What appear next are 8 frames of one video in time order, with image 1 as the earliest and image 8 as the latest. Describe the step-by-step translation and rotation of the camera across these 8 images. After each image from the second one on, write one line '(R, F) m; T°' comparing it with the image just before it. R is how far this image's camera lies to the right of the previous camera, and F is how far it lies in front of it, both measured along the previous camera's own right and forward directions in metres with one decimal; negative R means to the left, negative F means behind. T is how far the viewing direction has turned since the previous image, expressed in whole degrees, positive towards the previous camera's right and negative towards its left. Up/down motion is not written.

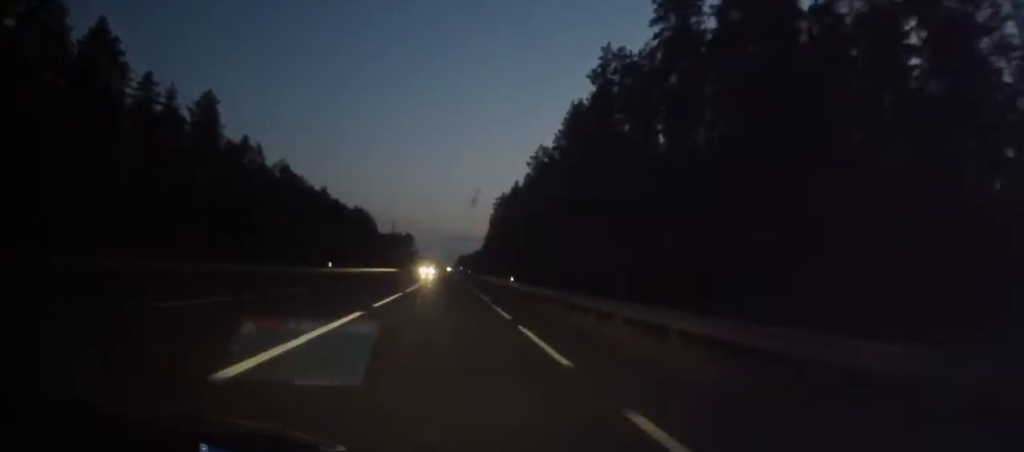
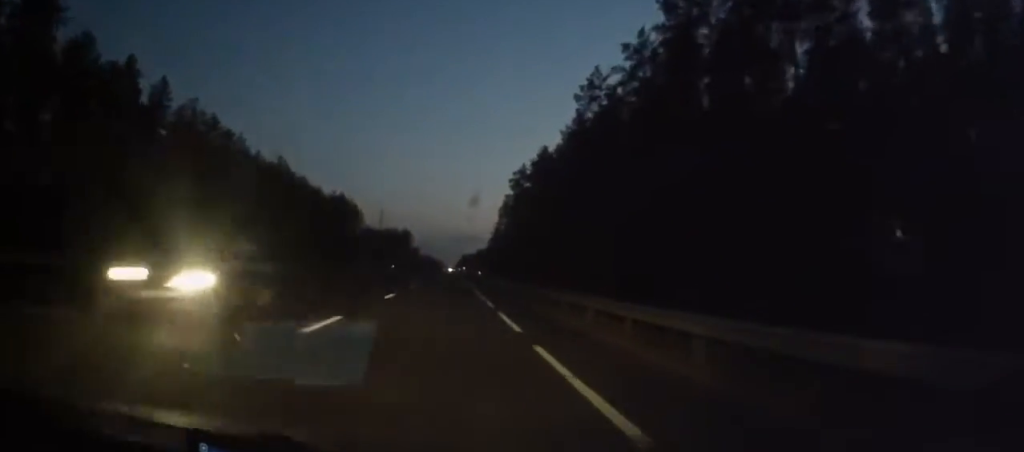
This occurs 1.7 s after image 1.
(+0.1, +48.6) m; 0°
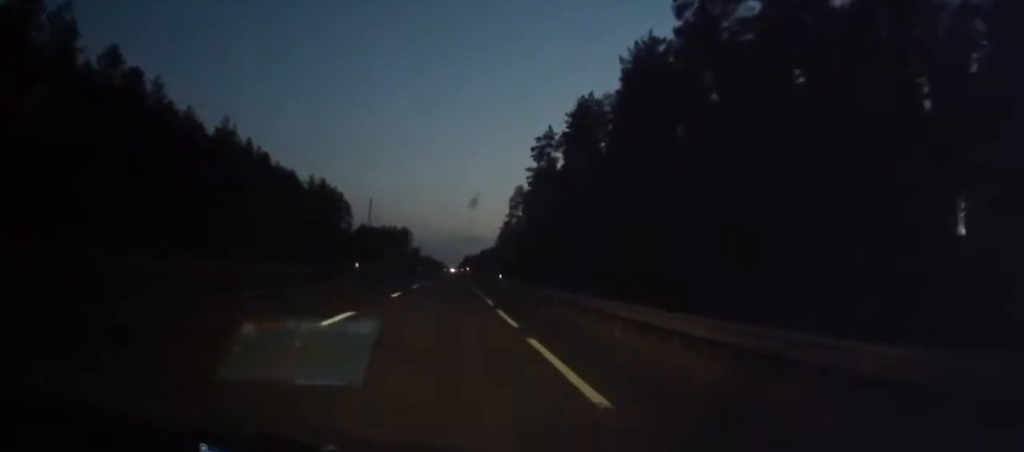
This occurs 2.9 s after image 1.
(0.0, +34.5) m; -1°
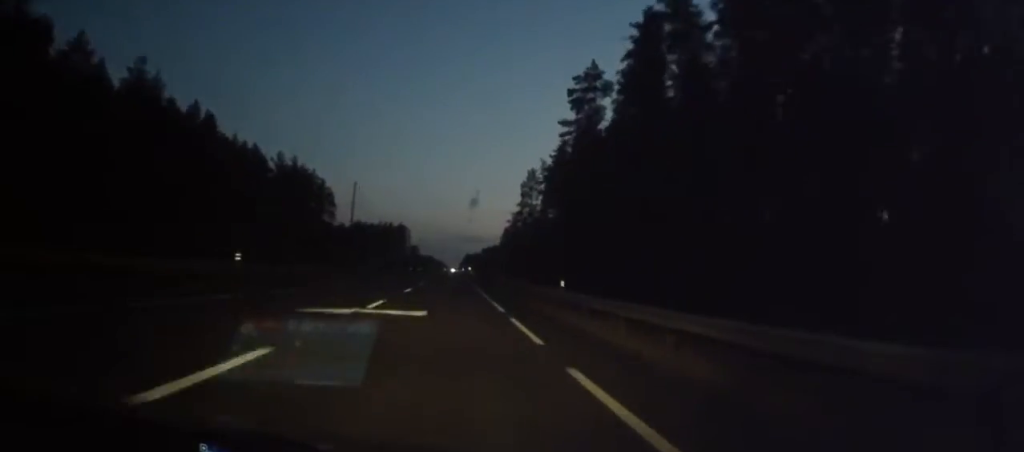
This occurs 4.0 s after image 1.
(-0.3, +30.8) m; -1°
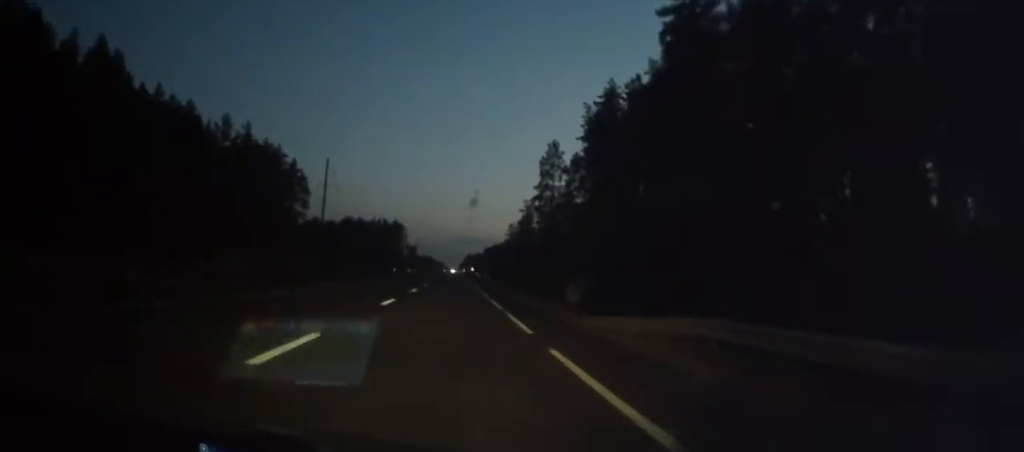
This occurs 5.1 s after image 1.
(+0.1, +33.6) m; +1°
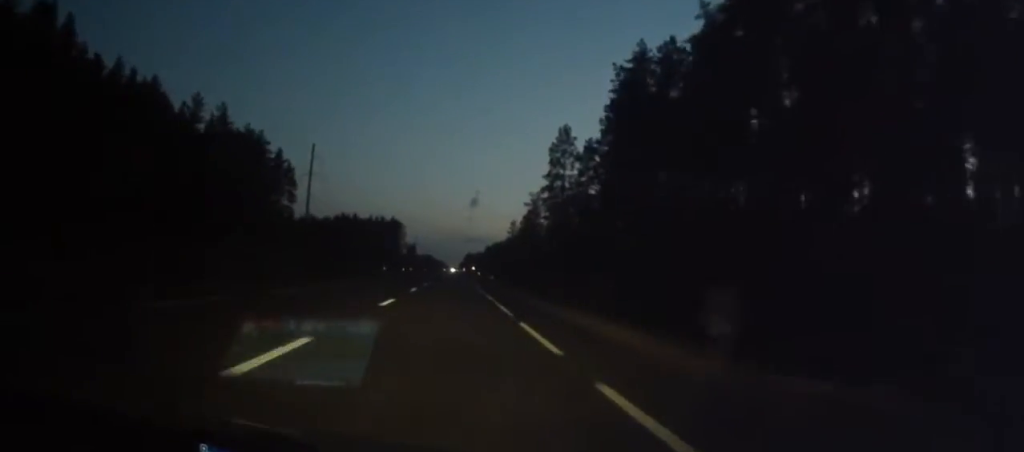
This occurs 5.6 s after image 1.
(0.0, +12.4) m; 0°
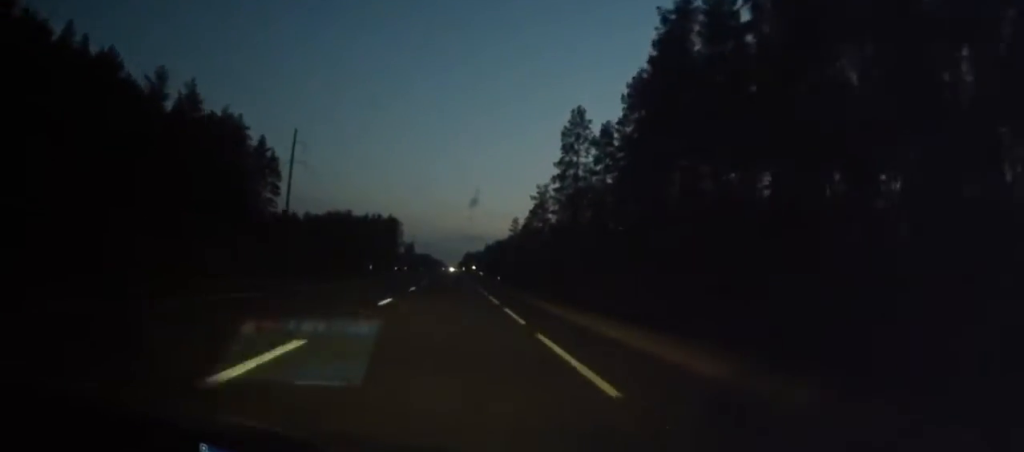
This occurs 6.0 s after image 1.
(0.0, +12.4) m; 0°
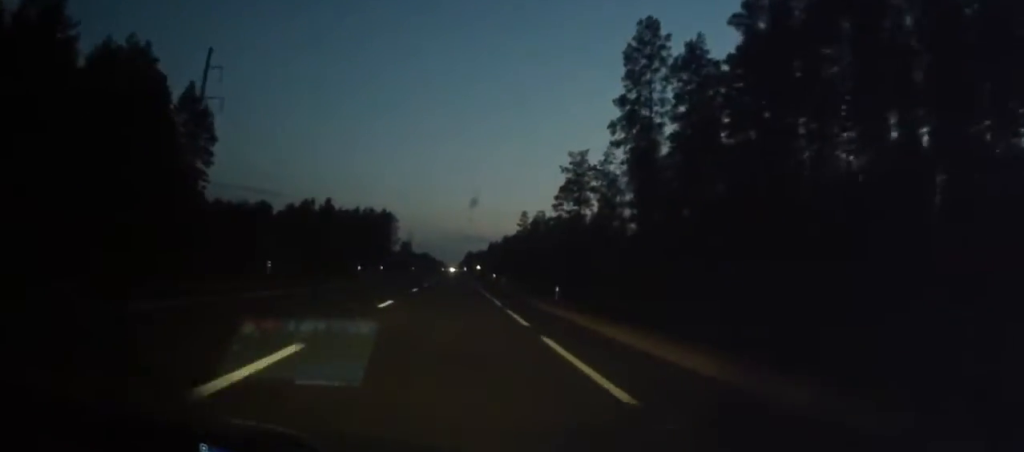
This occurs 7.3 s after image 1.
(-0.3, +36.3) m; 0°
